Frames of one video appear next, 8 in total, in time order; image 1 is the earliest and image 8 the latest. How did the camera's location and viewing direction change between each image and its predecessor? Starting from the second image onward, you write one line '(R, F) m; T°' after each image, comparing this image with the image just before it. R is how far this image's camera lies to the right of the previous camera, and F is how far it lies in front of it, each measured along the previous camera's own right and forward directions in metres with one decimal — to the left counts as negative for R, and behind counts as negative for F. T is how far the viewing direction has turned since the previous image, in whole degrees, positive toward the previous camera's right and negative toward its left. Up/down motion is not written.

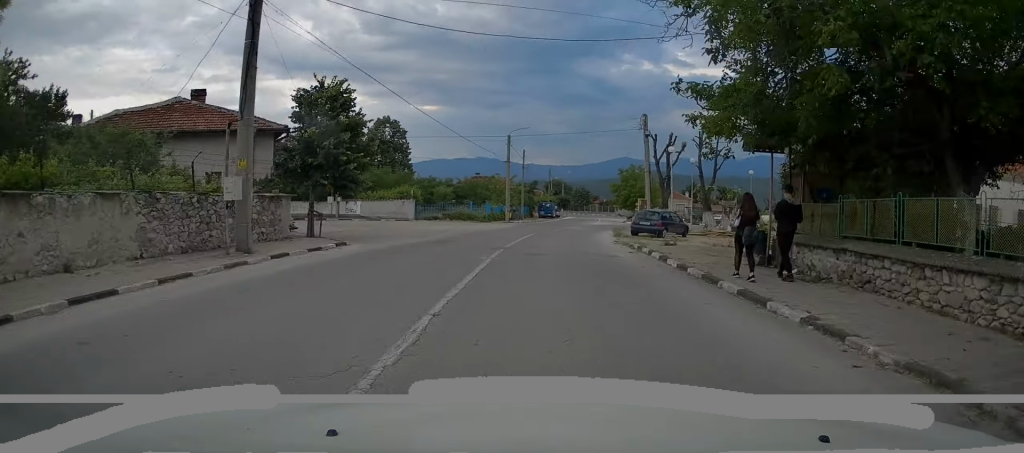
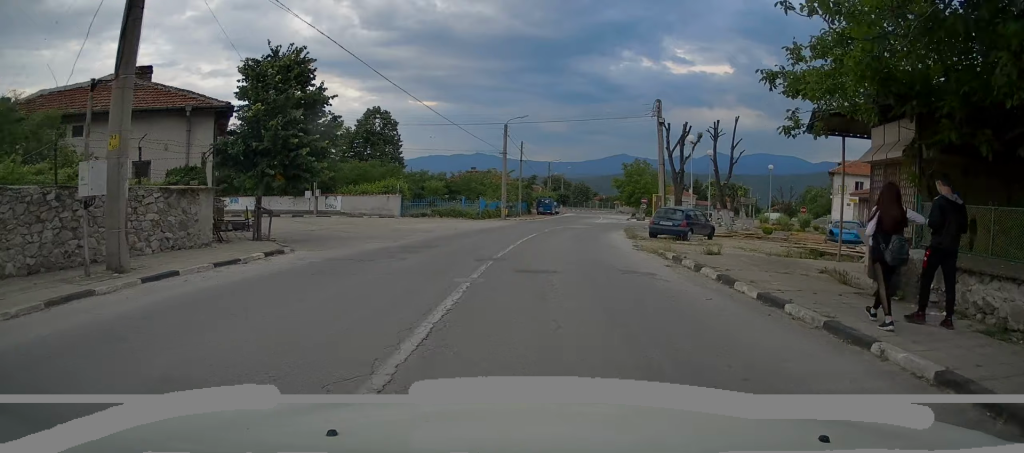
(0.0, +4.8) m; +1°
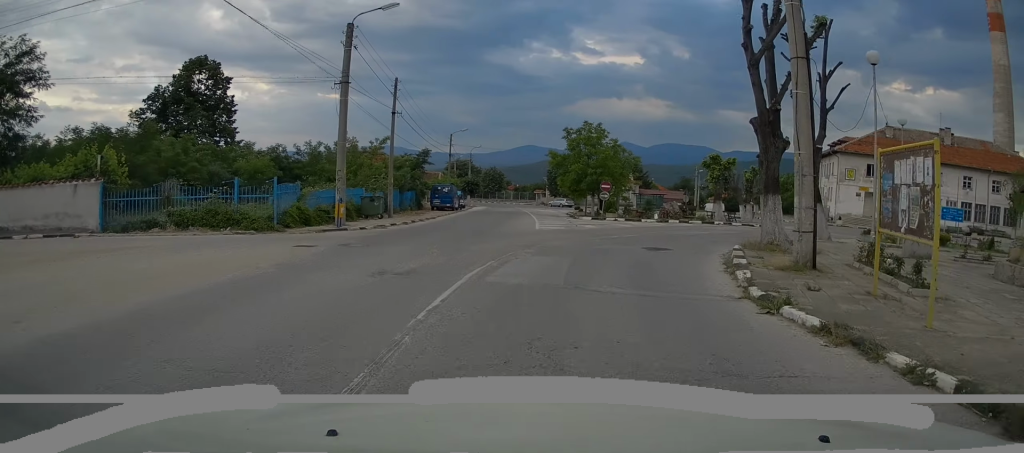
(+1.8, +26.3) m; +11°
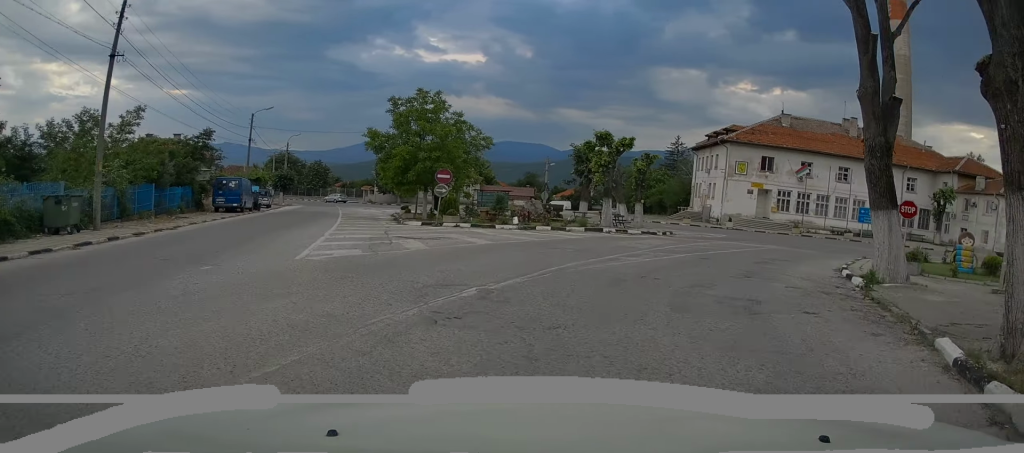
(+1.0, +12.9) m; +11°
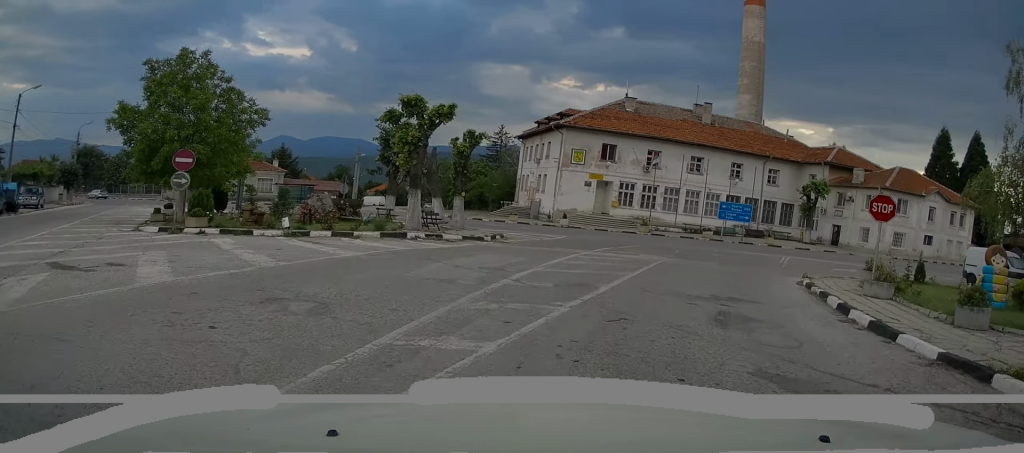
(+1.0, +8.5) m; +17°
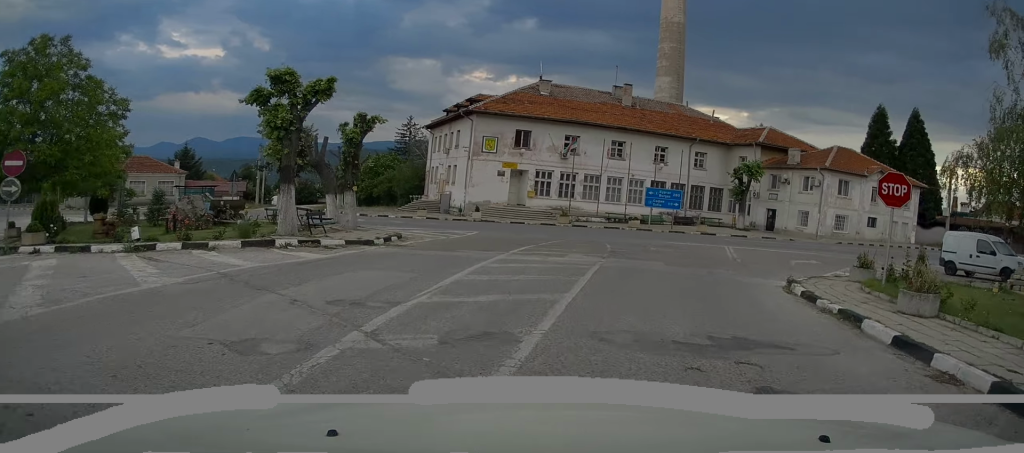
(+0.3, +4.0) m; +9°
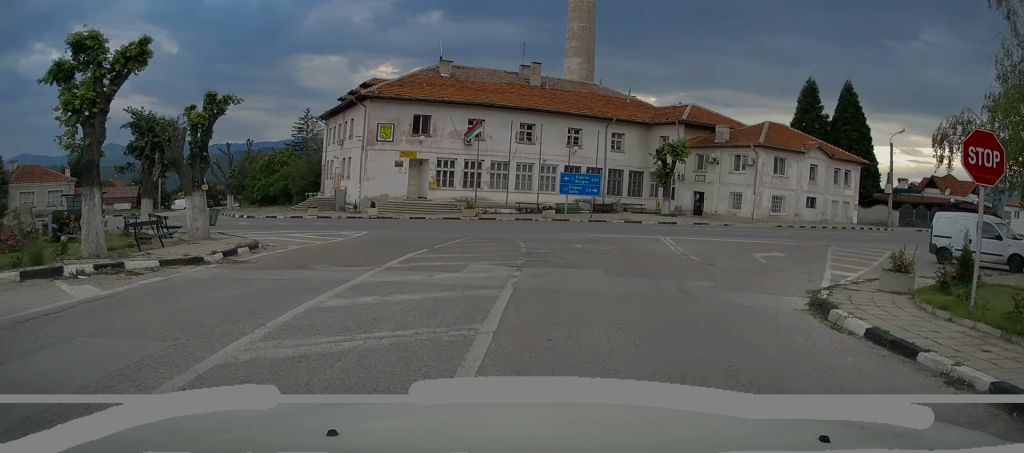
(+0.7, +4.7) m; +8°
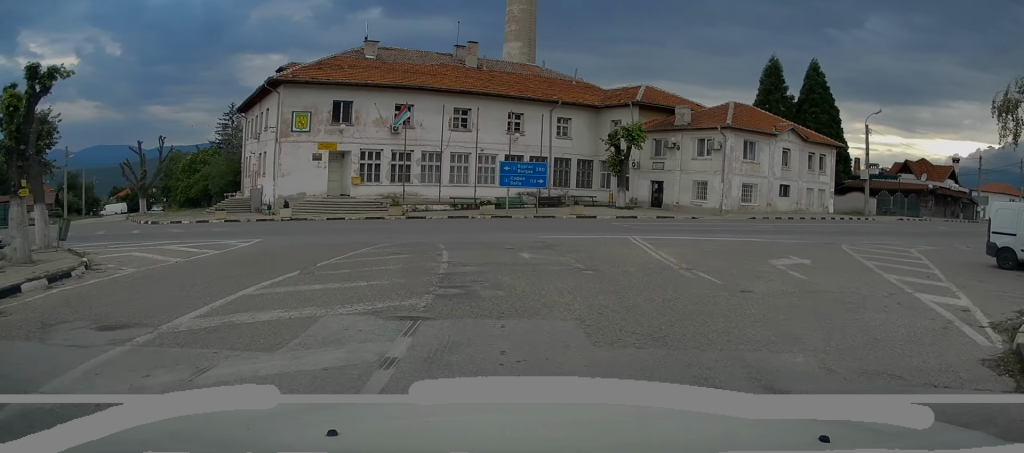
(+0.1, +5.4) m; +2°
